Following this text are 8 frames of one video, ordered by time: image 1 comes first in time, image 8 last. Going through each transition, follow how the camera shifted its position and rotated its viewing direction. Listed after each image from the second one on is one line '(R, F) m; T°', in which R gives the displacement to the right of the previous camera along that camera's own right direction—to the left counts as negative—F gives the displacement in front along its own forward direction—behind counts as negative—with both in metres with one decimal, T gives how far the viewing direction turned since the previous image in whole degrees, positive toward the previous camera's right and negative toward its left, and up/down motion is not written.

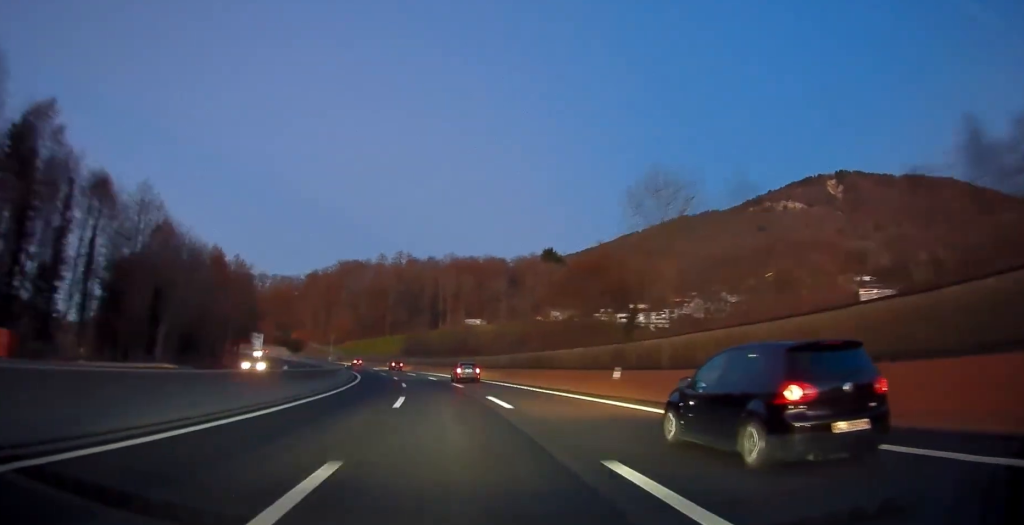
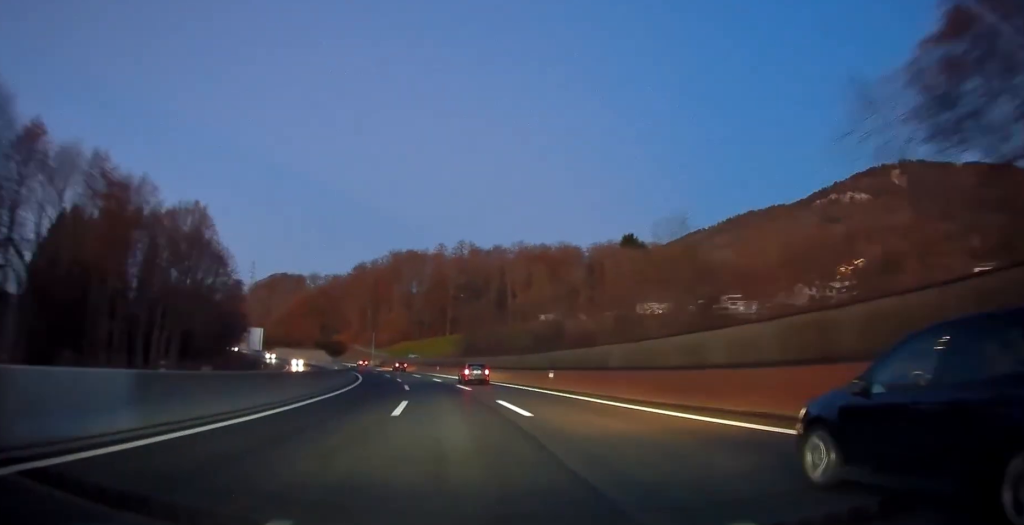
(-2.0, +38.4) m; -6°
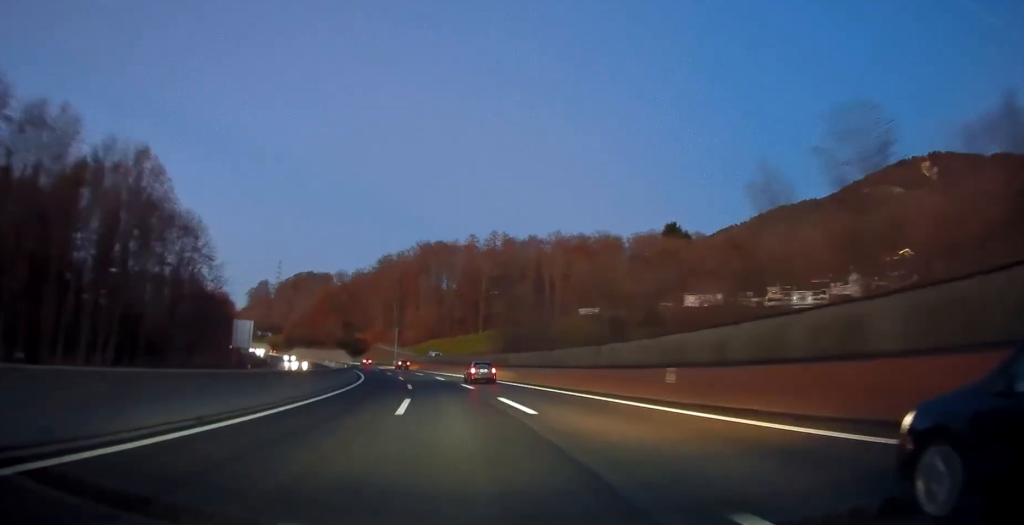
(-0.4, +18.8) m; -3°
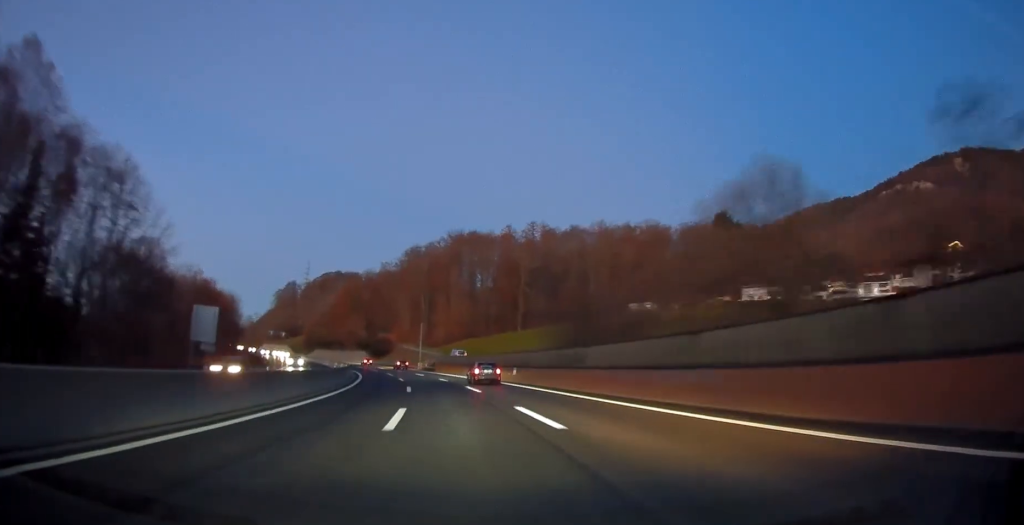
(-0.5, +21.7) m; -3°
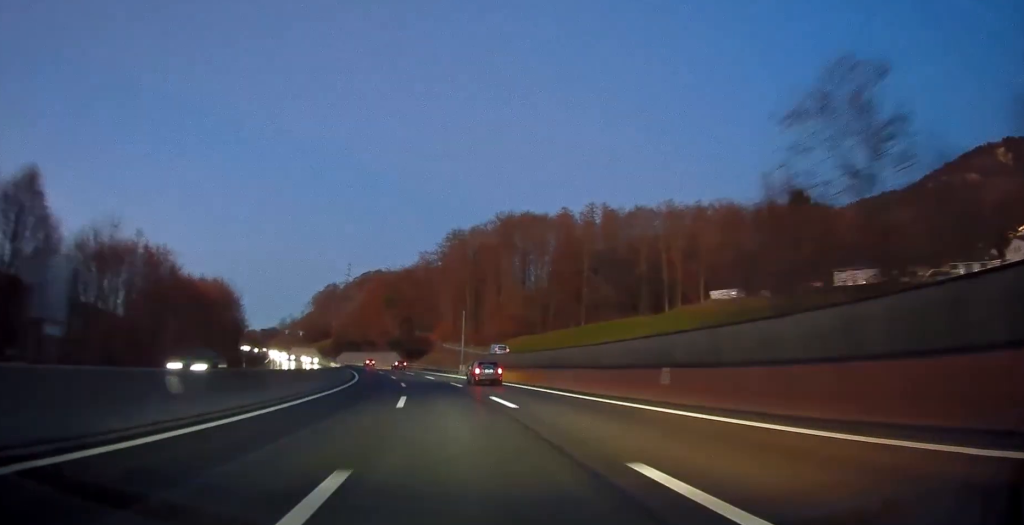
(-1.1, +29.6) m; -5°
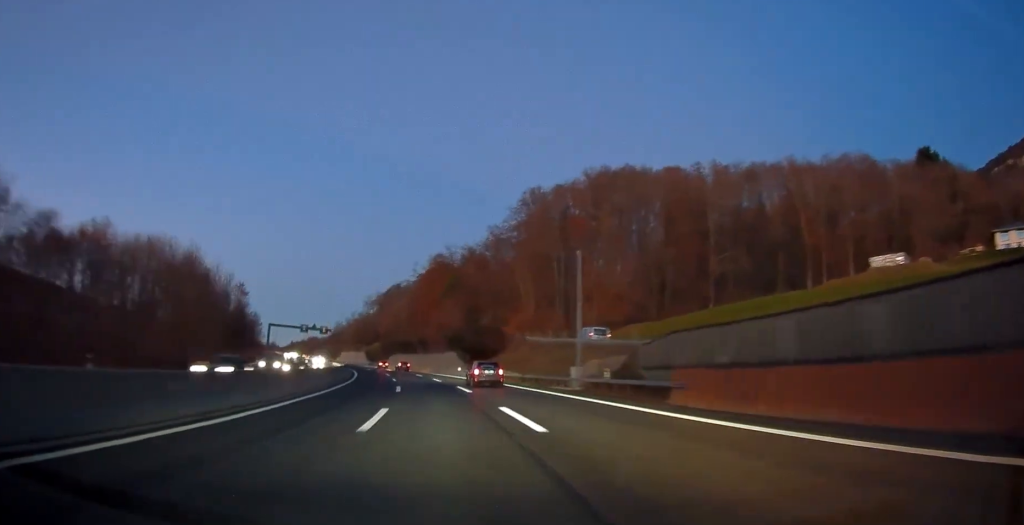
(-3.0, +42.4) m; -7°
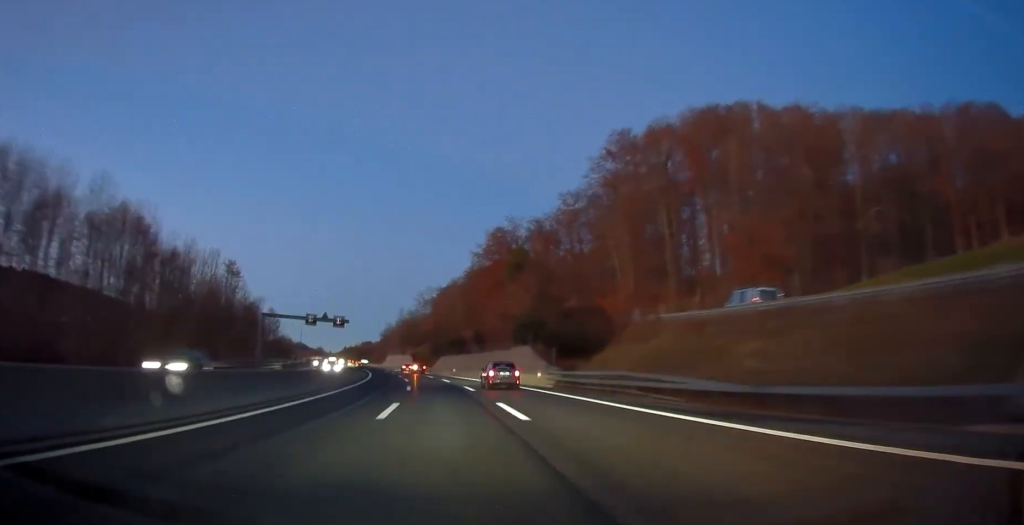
(-1.4, +32.6) m; -5°
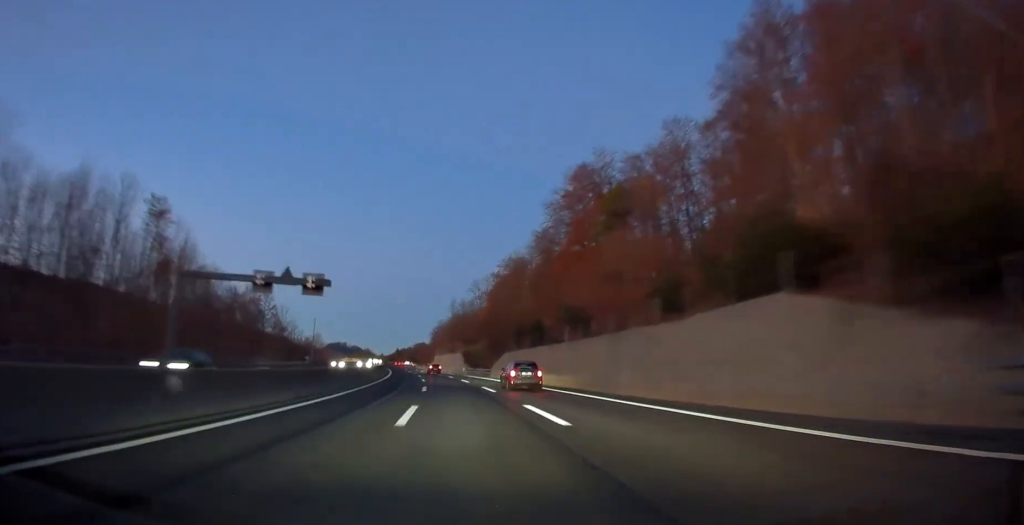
(-1.9, +37.6) m; -6°
